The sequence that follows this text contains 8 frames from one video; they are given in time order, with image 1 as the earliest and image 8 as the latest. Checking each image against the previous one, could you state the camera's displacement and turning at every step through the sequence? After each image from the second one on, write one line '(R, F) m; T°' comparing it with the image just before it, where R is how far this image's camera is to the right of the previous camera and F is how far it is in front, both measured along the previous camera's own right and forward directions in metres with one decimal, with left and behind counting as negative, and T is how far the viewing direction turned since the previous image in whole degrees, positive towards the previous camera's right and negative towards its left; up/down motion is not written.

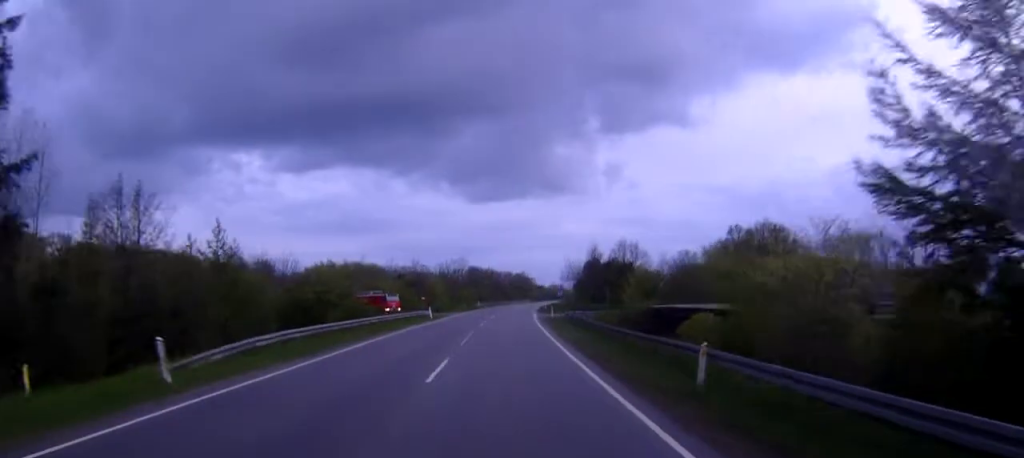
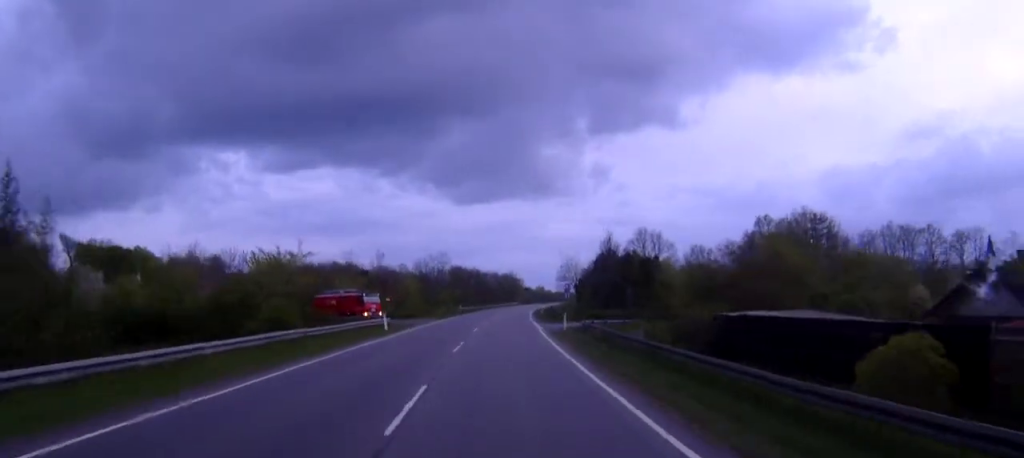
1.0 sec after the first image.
(+0.1, +20.6) m; +1°
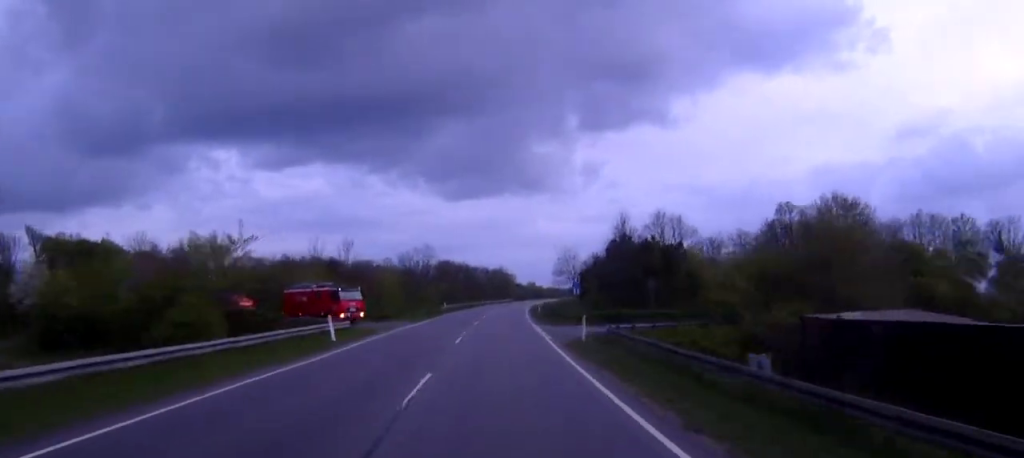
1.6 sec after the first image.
(-0.1, +12.4) m; +1°
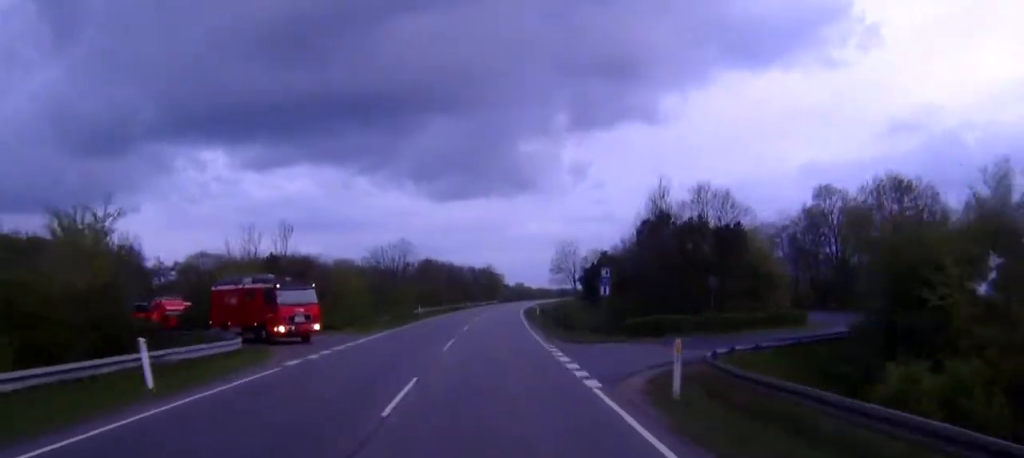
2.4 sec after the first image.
(+0.3, +16.6) m; +1°
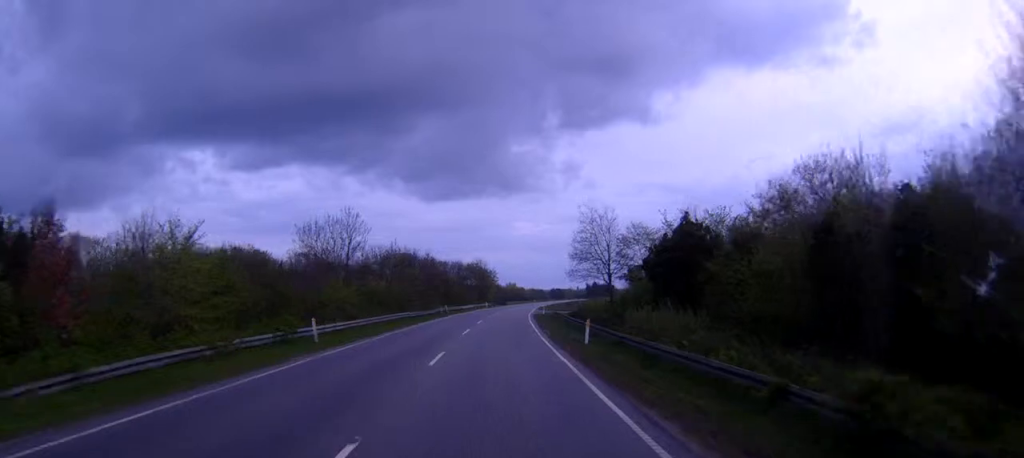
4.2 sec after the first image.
(+0.5, +36.5) m; +2°
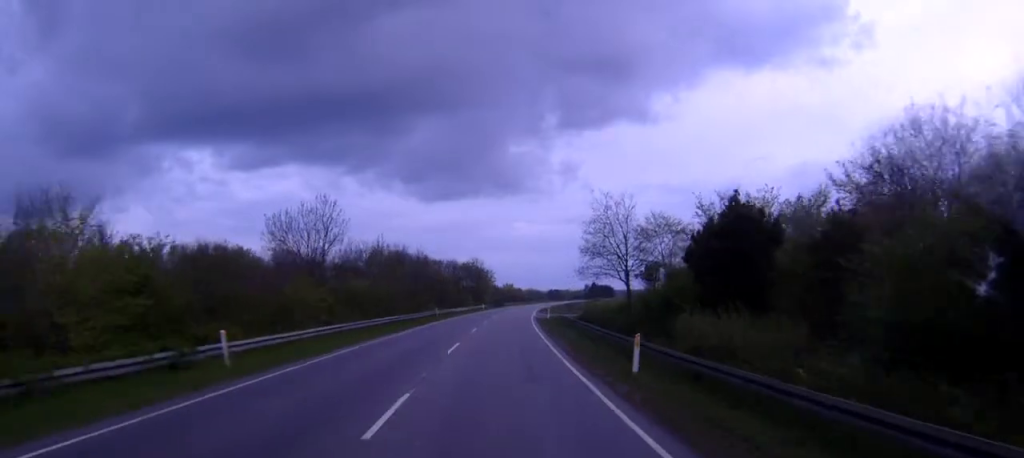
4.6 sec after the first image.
(0.0, +9.6) m; 0°
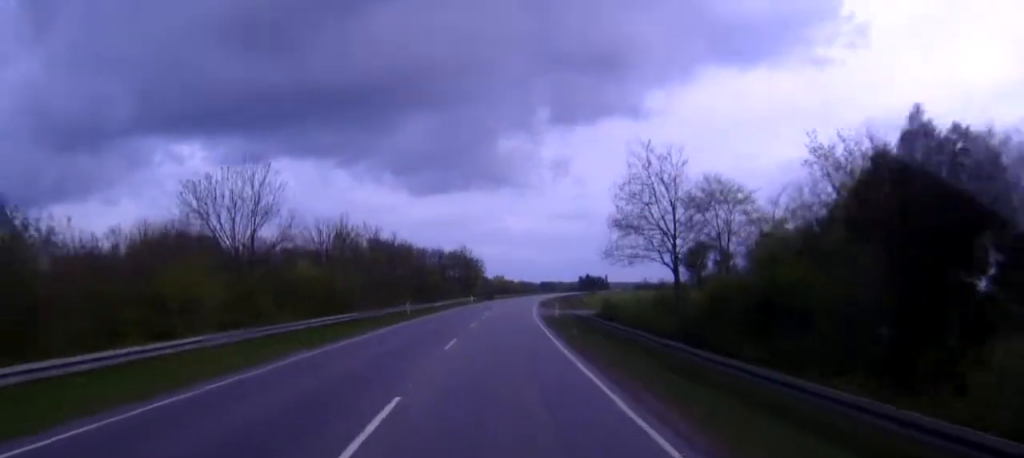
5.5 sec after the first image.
(+0.1, +17.0) m; +1°
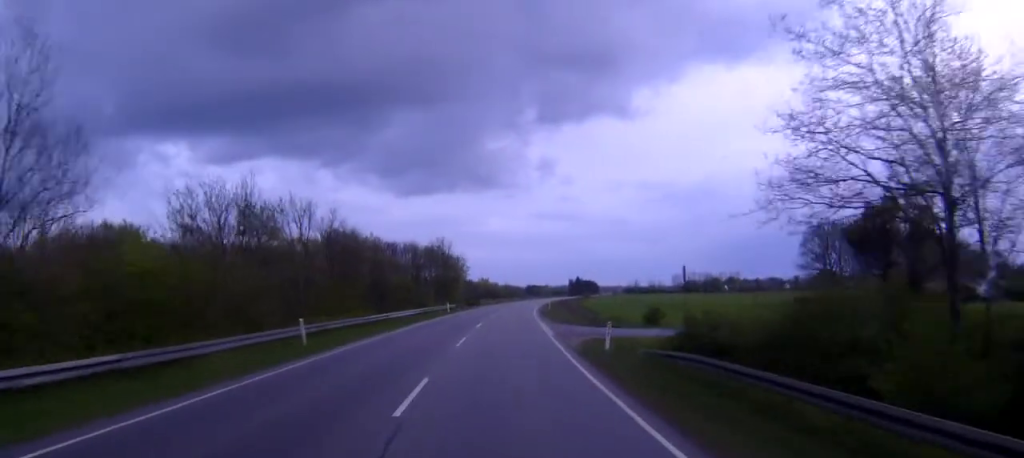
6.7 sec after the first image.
(+0.3, +25.6) m; +1°
